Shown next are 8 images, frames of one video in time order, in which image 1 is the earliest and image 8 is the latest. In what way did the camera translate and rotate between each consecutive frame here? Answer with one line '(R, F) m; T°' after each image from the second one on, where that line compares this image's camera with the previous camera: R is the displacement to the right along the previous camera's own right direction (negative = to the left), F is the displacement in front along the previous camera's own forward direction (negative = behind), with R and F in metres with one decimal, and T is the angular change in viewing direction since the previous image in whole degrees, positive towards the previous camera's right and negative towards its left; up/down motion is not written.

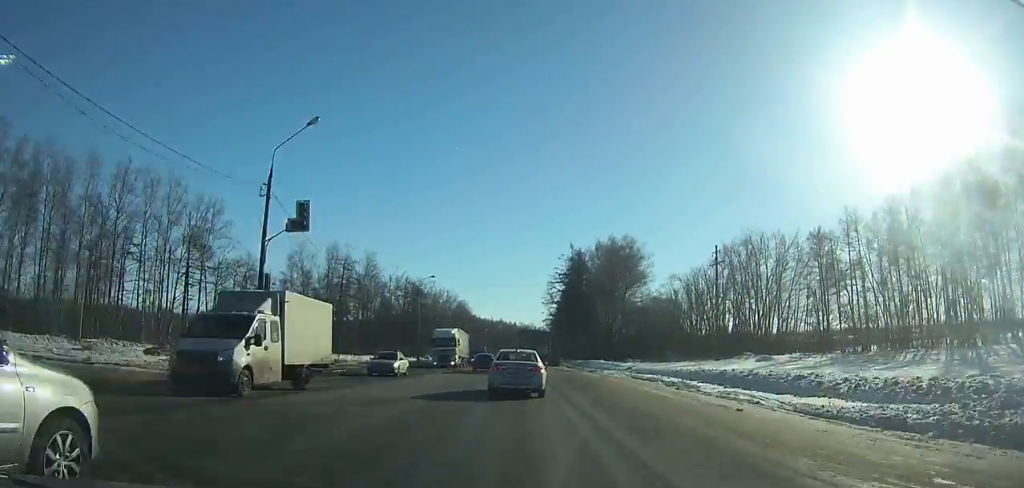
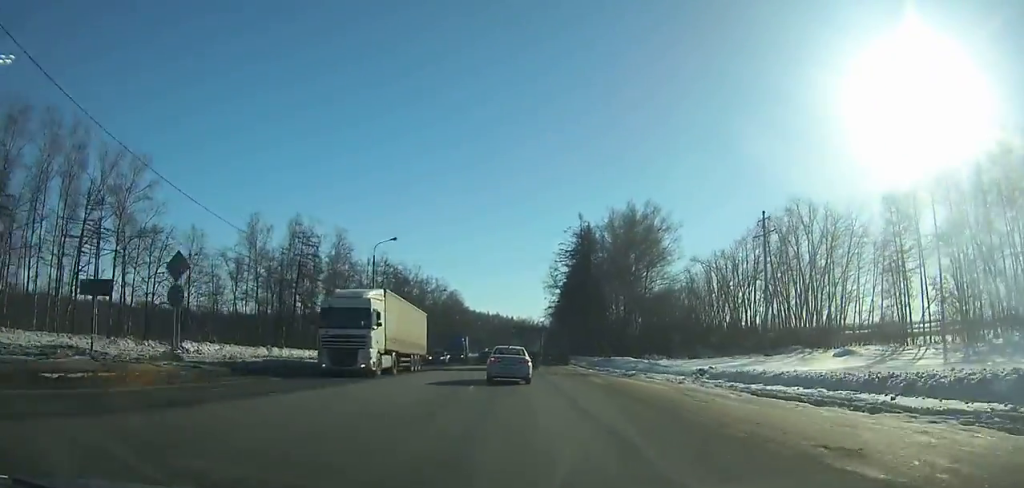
(-0.3, +26.4) m; 0°
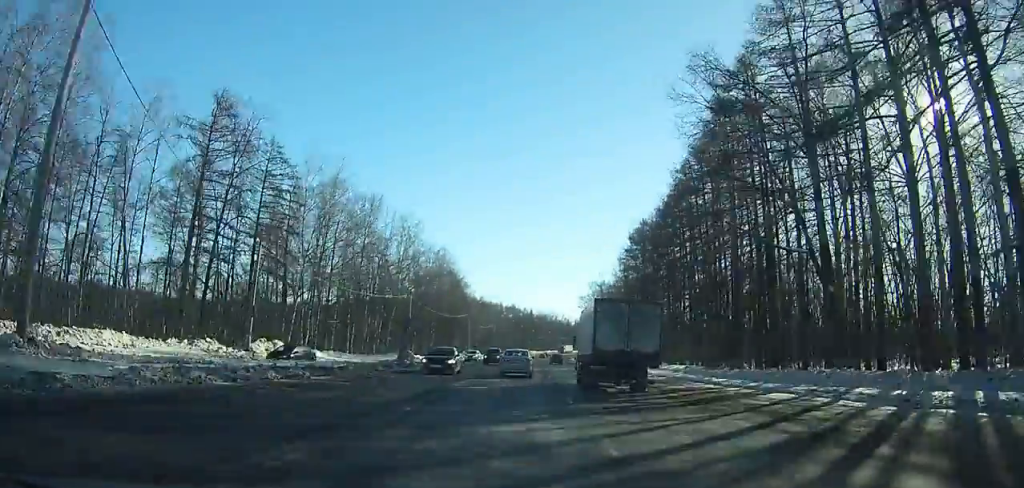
(0.0, +87.4) m; +1°
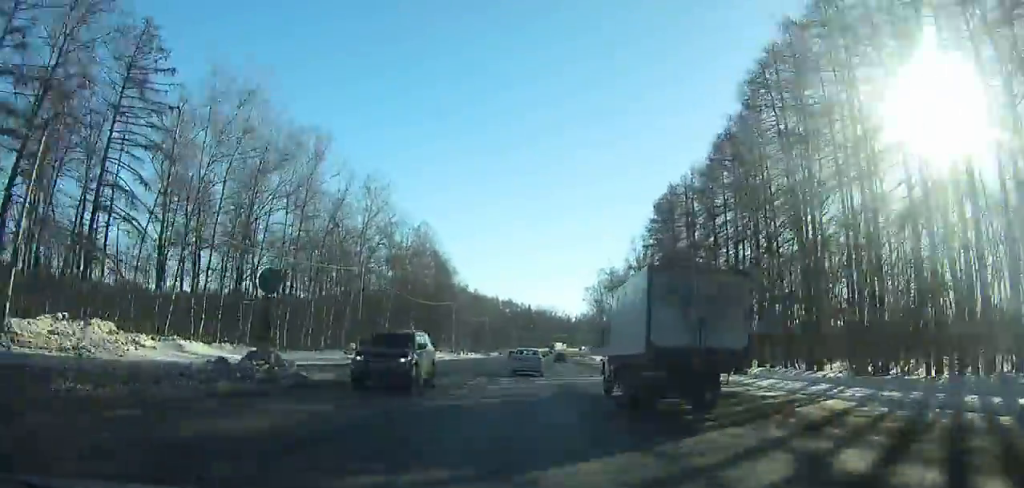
(-0.2, +23.1) m; +1°
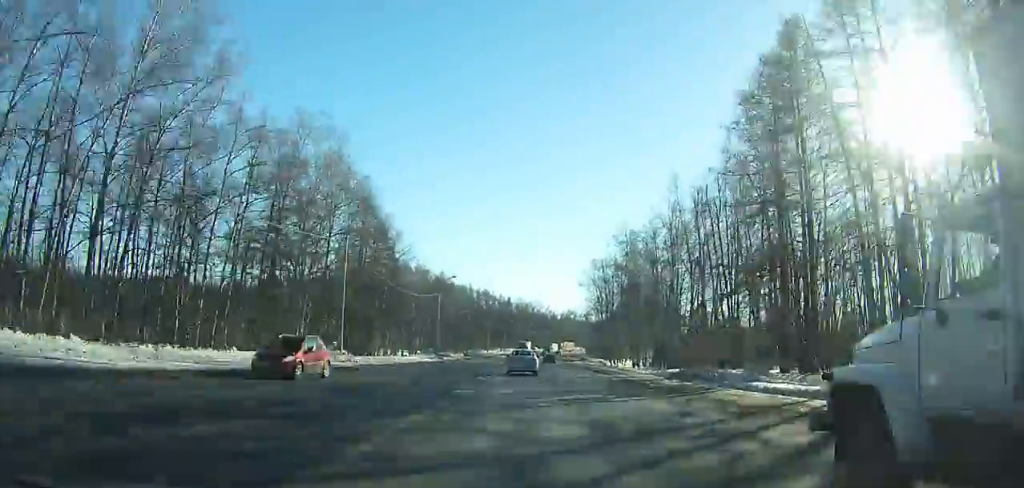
(+0.9, +48.2) m; +2°
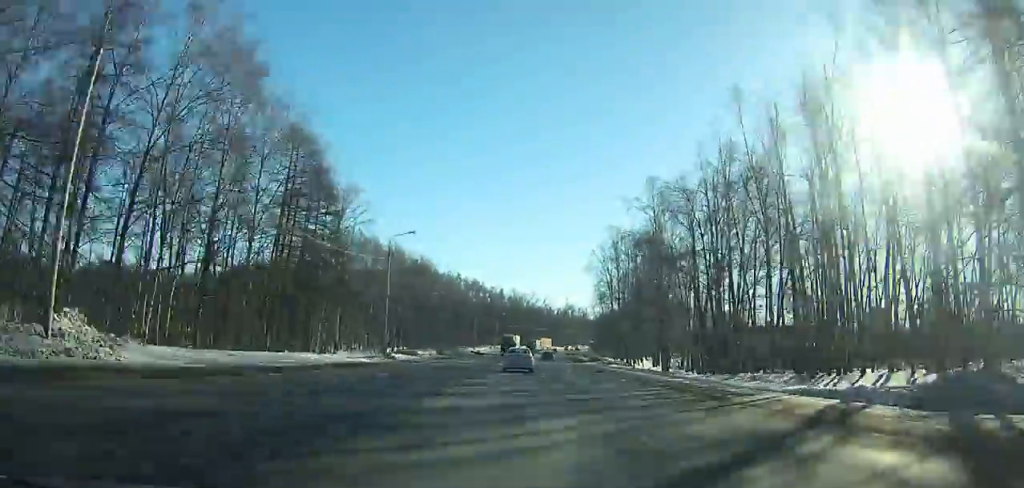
(+0.3, +25.9) m; +1°
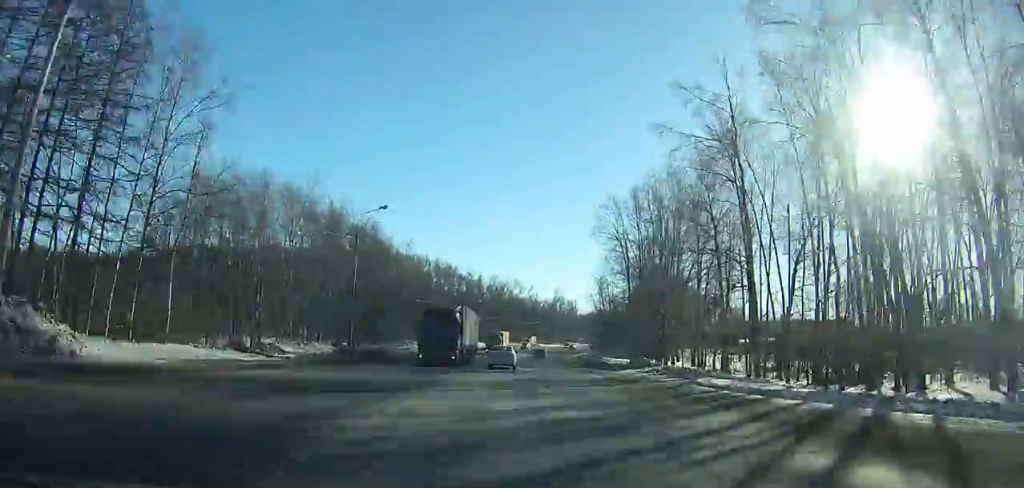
(+0.3, +36.4) m; +1°
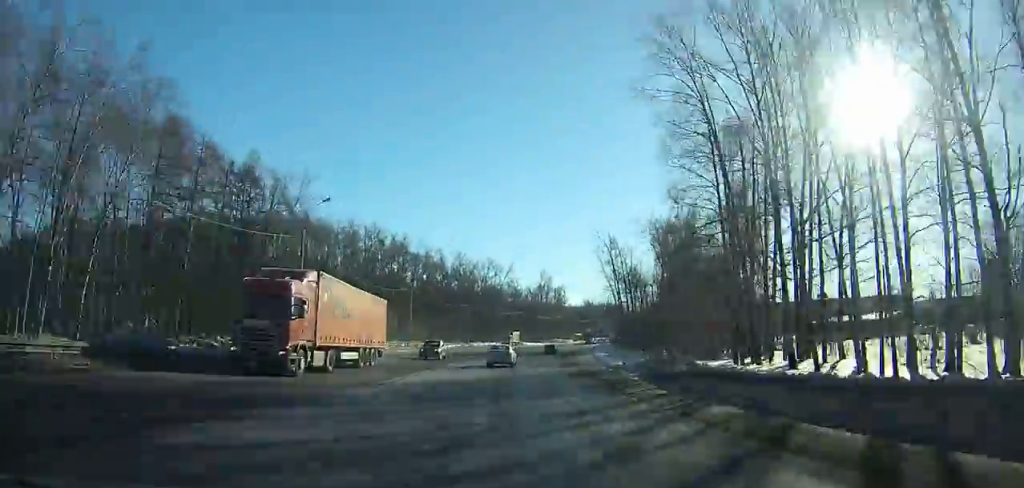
(+0.9, +48.6) m; +3°
